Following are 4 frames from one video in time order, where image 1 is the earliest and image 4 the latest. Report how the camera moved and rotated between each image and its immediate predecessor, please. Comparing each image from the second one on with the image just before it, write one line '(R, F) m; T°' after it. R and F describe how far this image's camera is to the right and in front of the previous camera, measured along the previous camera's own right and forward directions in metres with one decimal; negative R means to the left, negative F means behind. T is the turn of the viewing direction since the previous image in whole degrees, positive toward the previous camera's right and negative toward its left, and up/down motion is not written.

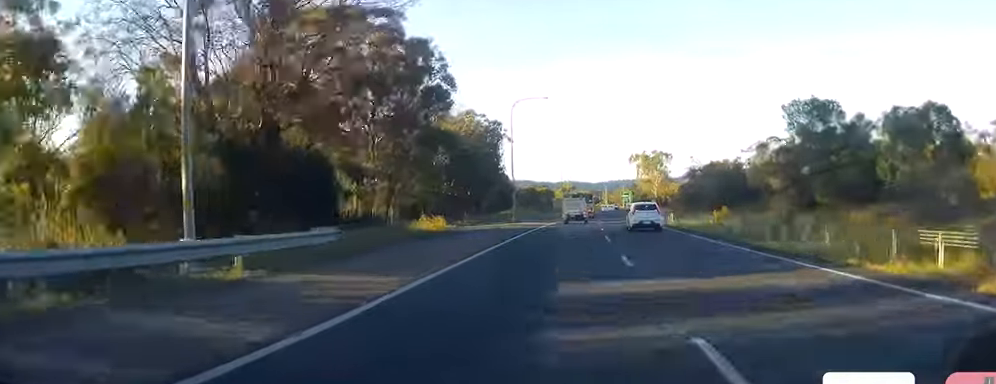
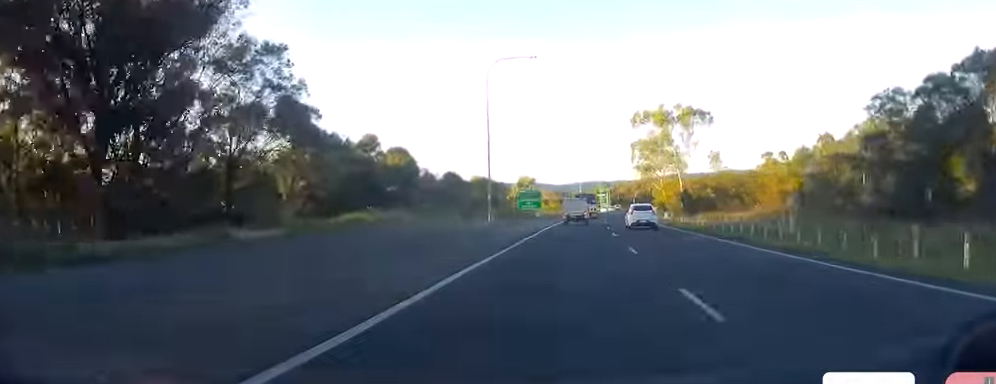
(+2.3, +81.0) m; +2°
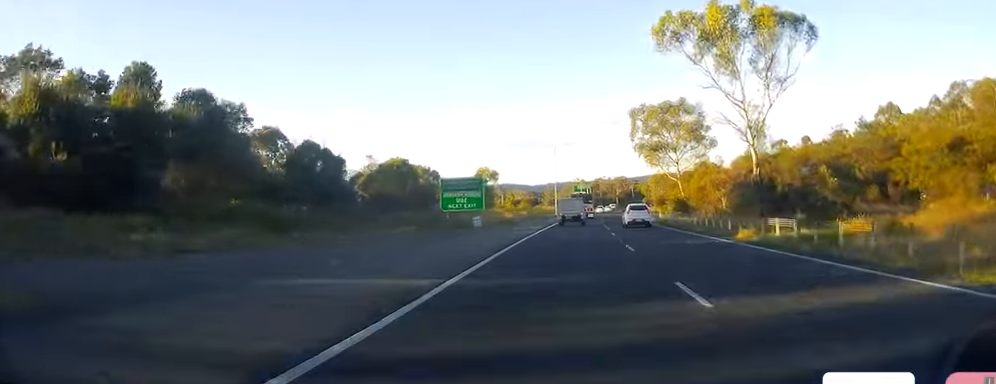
(+0.6, +47.7) m; +3°
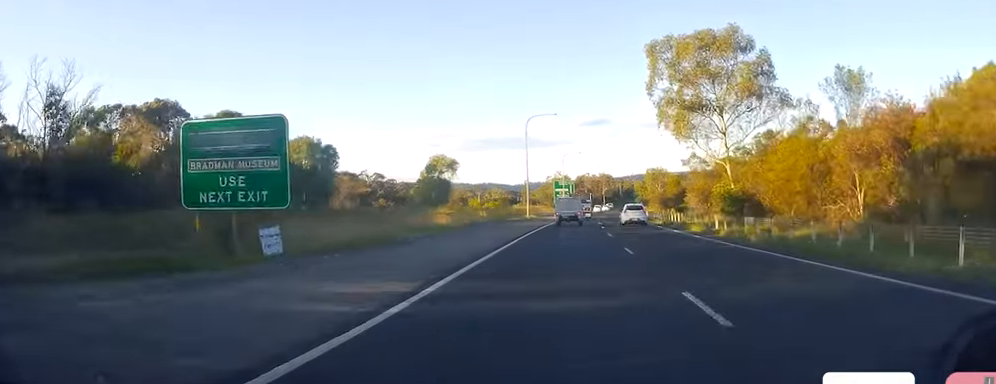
(+0.7, +38.4) m; +1°
